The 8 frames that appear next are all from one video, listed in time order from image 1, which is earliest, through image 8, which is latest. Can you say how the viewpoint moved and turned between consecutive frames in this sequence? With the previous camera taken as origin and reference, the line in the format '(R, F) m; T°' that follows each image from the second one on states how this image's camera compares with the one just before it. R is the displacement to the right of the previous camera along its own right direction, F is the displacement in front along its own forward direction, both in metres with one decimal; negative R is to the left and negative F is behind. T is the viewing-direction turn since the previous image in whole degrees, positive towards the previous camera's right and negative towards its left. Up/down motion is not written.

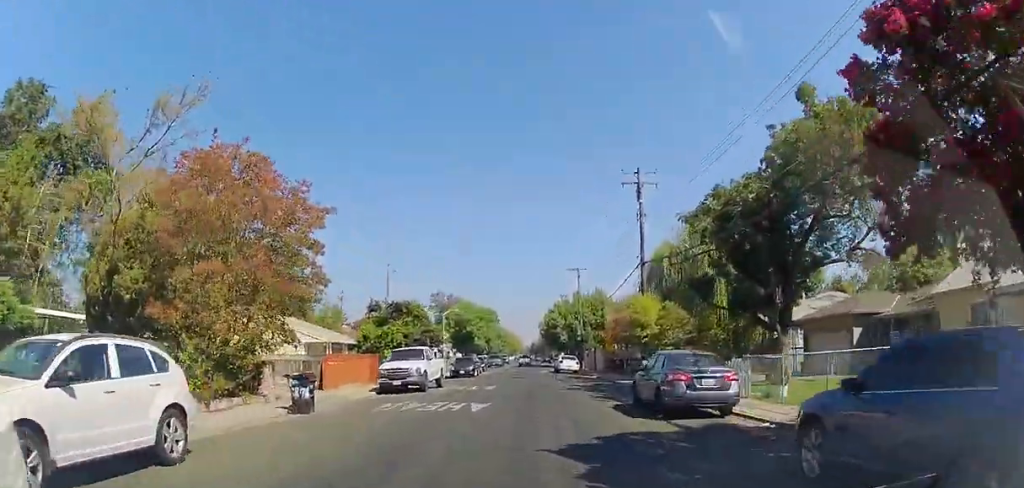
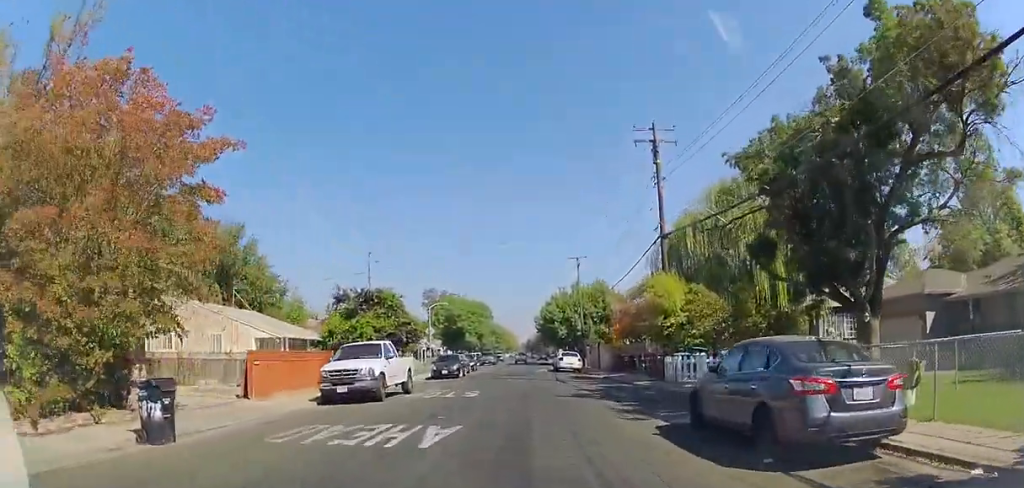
(0.0, +6.1) m; 0°
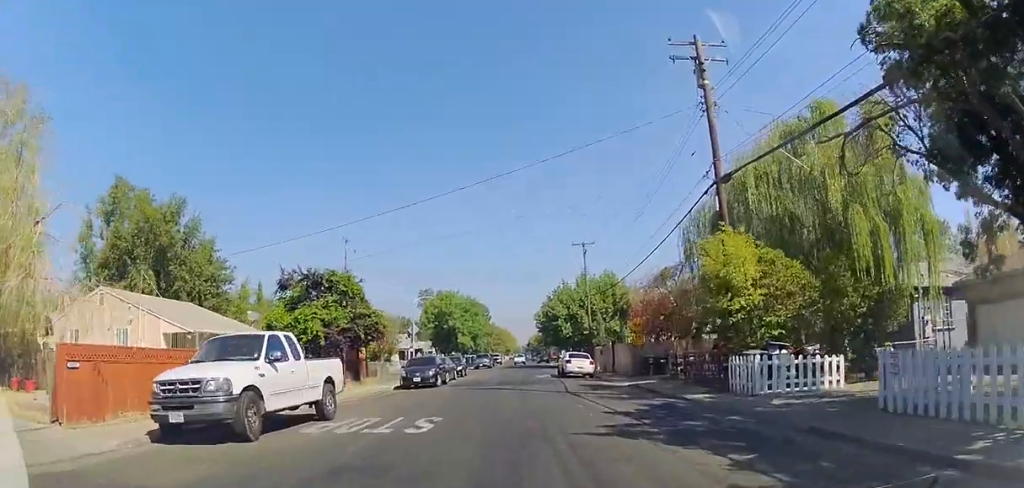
(0.0, +8.0) m; 0°
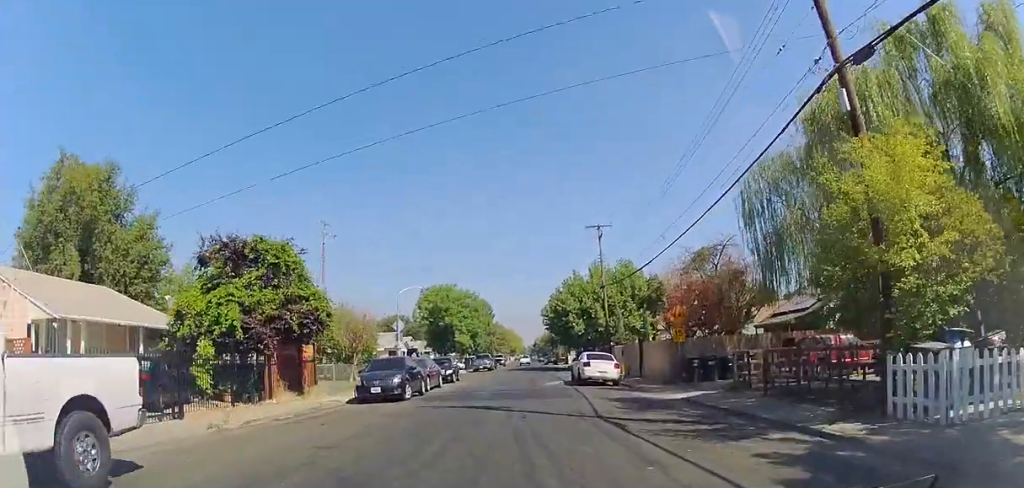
(0.0, +7.6) m; 0°
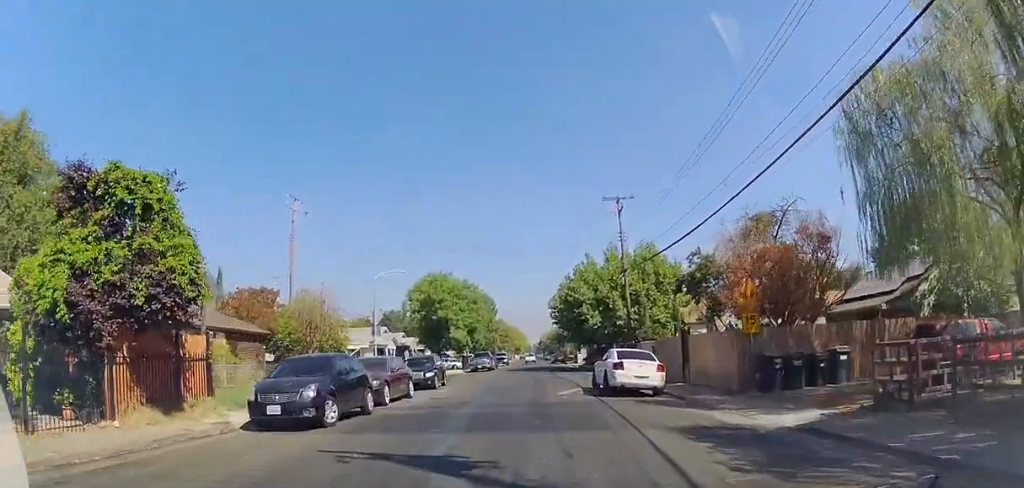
(0.0, +8.1) m; 0°
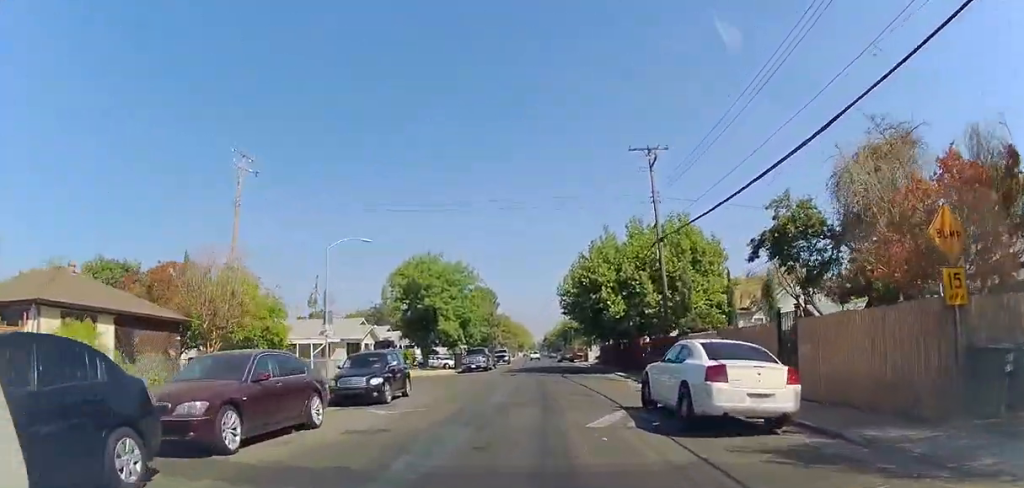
(0.0, +9.7) m; 0°
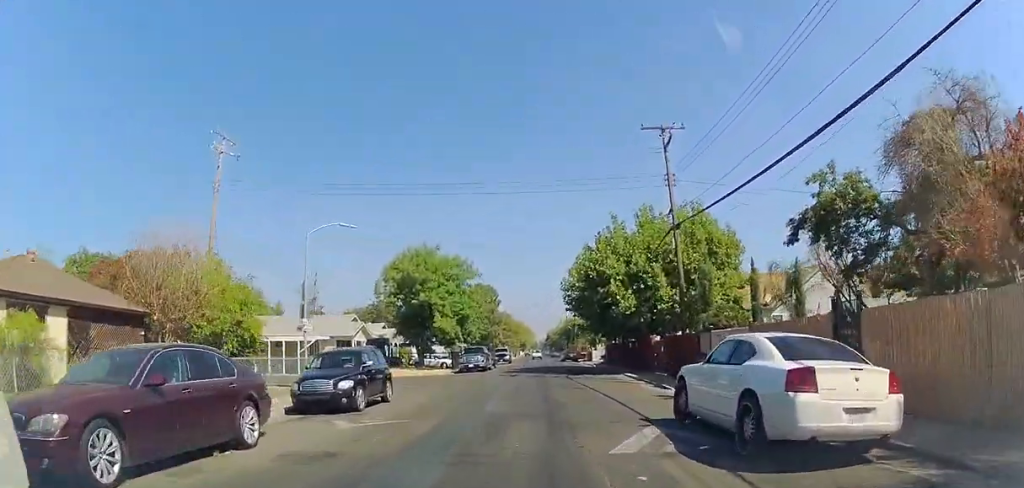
(0.0, +2.9) m; 0°
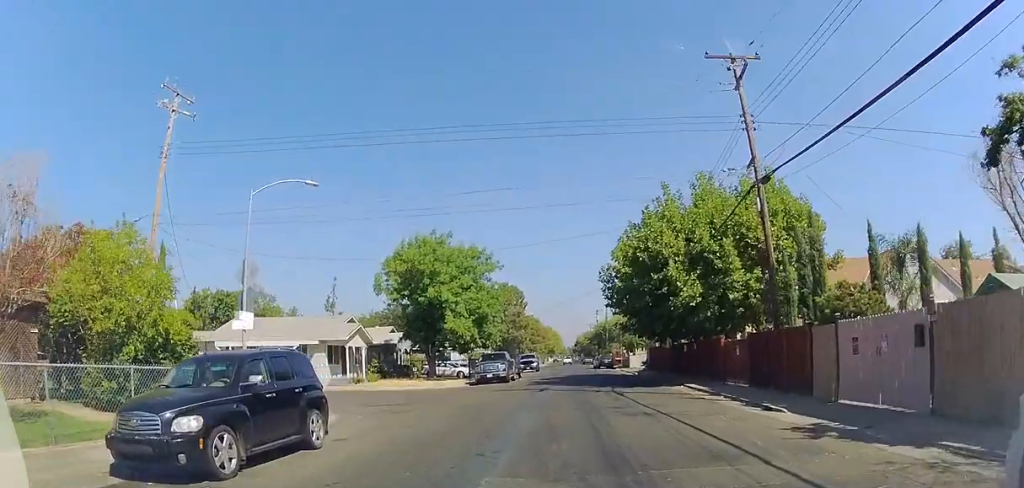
(0.0, +8.3) m; 0°
